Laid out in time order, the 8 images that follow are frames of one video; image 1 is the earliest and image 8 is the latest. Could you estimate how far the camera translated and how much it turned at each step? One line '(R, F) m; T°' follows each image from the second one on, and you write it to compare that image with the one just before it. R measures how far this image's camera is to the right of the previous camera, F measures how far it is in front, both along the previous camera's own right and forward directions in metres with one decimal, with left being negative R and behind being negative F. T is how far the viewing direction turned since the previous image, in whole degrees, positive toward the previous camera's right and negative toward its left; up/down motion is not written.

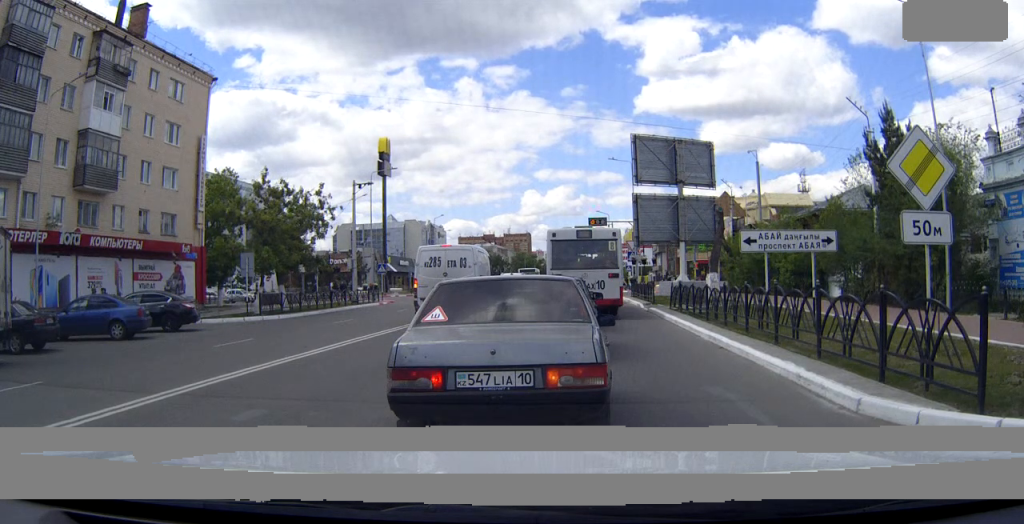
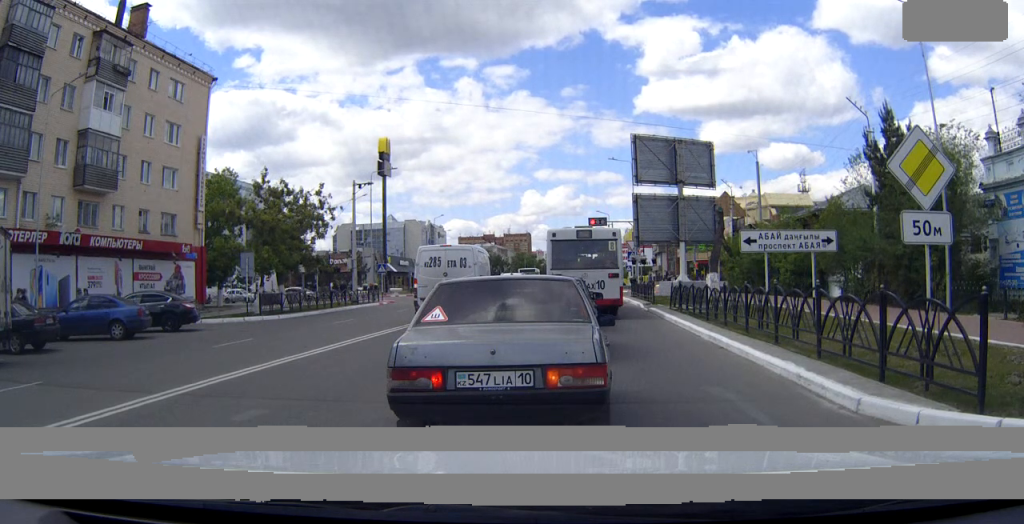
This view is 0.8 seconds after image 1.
(0.0, 0.0) m; 0°
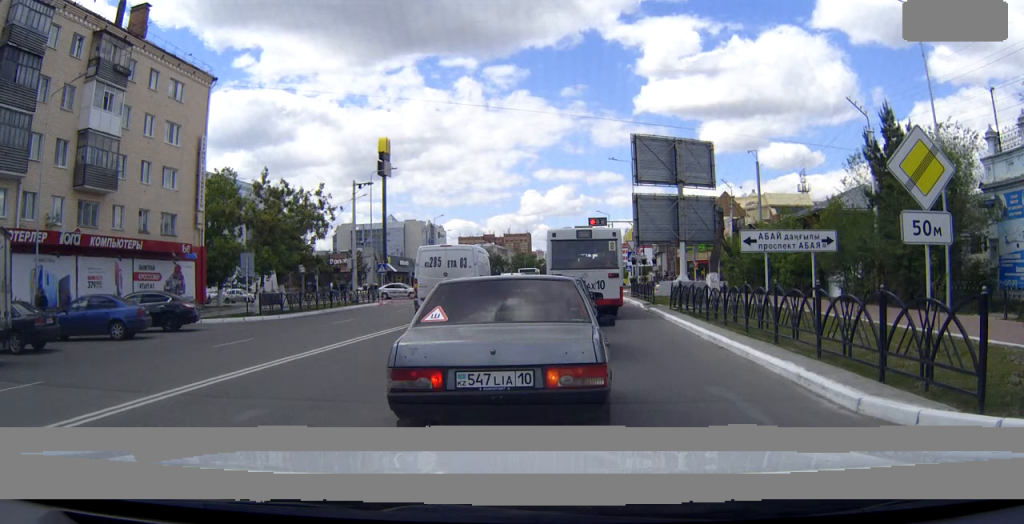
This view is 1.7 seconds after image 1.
(0.0, 0.0) m; 0°
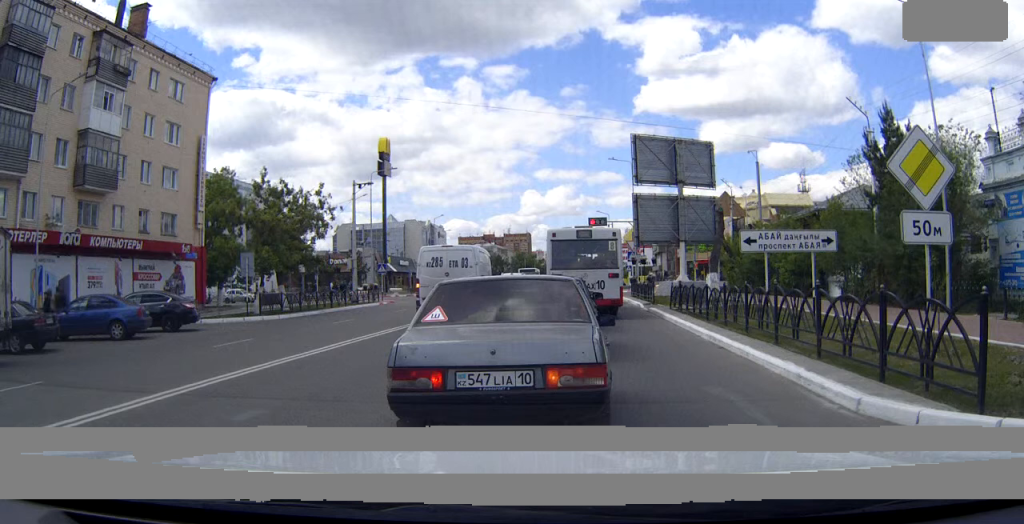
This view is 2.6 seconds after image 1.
(0.0, 0.0) m; 0°
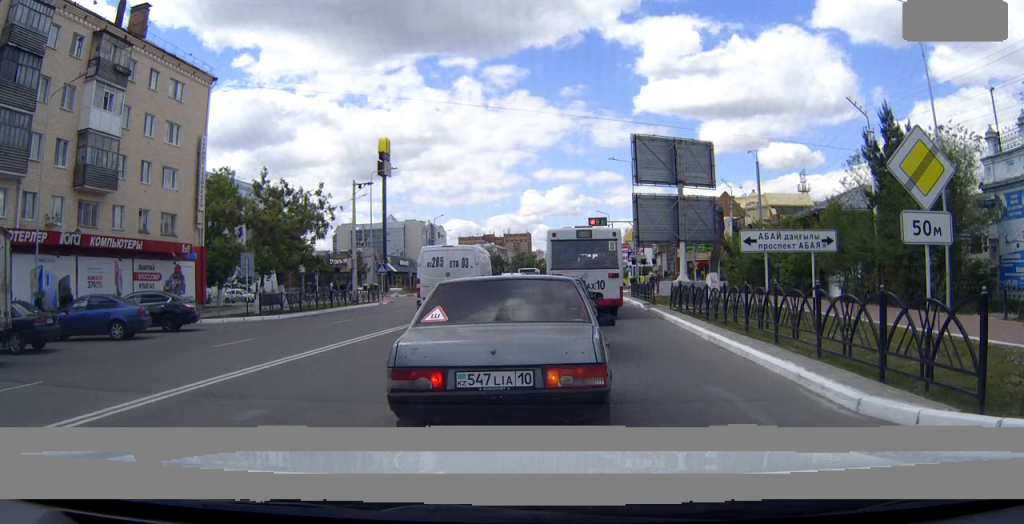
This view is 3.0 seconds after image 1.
(0.0, 0.0) m; 0°
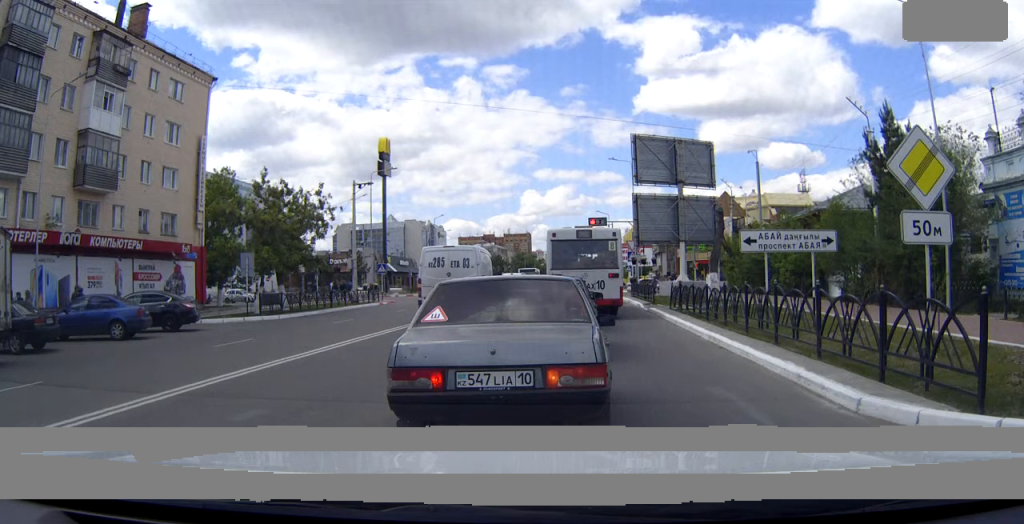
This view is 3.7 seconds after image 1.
(0.0, 0.0) m; 0°
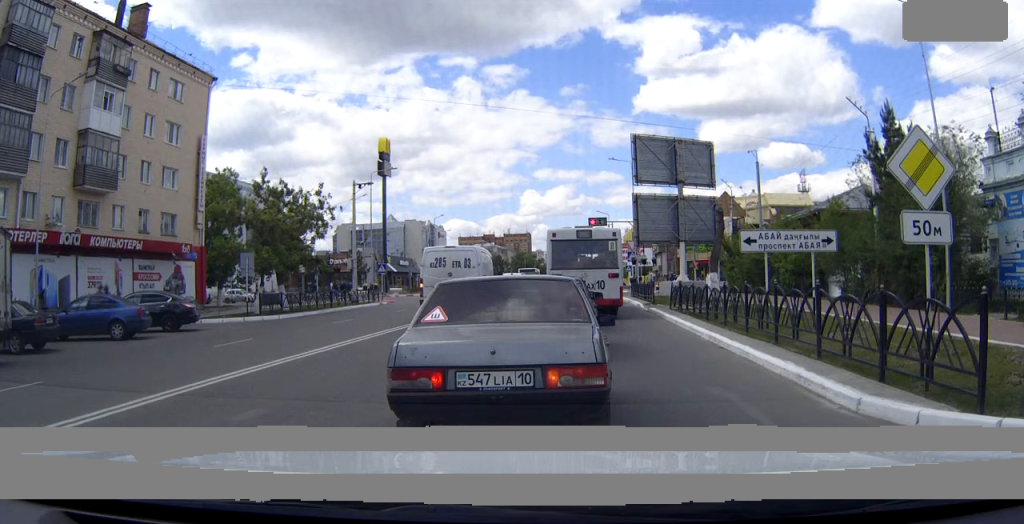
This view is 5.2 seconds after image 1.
(0.0, 0.0) m; 0°
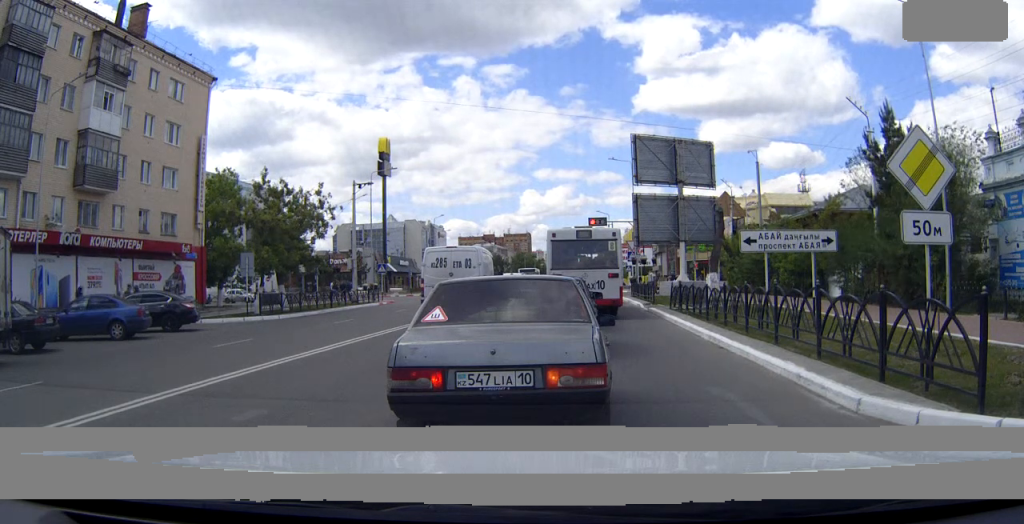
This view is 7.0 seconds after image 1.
(0.0, 0.0) m; 0°
